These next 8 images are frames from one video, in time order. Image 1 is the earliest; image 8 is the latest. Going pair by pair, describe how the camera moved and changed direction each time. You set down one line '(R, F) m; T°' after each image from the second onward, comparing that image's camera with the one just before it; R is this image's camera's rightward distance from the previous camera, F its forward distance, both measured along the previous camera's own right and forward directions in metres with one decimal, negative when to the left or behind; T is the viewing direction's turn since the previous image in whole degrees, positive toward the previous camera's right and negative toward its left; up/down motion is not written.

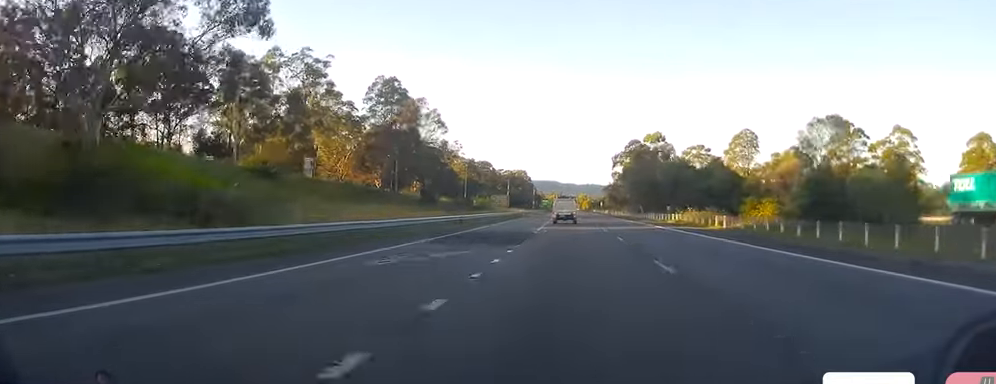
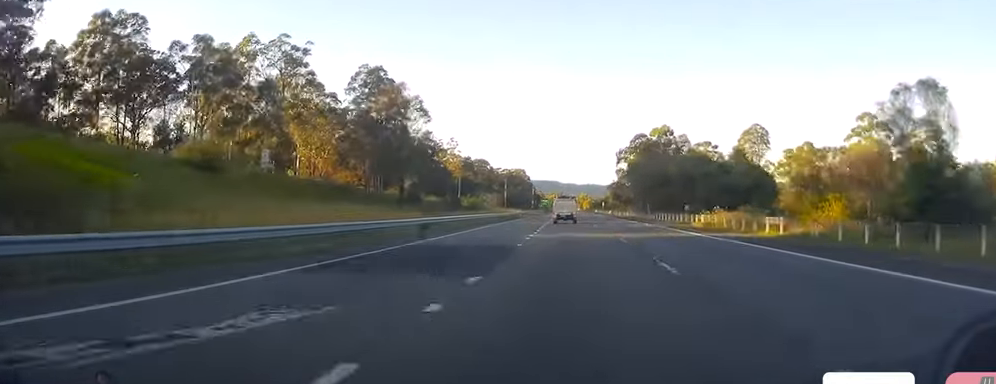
(0.0, +12.6) m; 0°
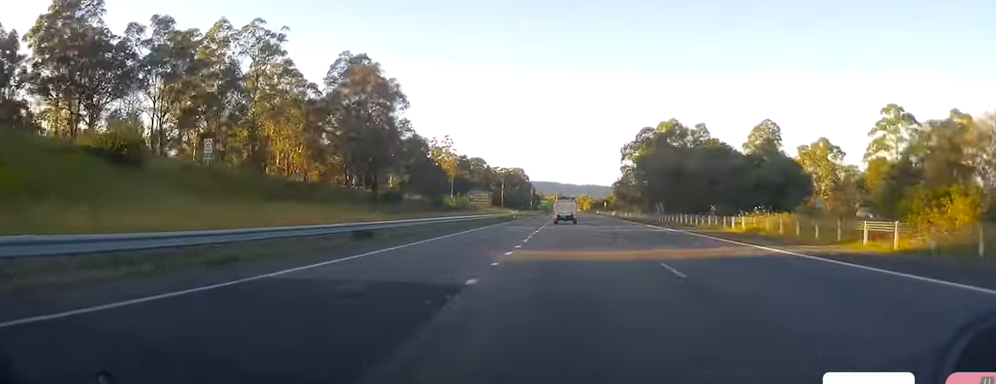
(+0.3, +12.6) m; 0°
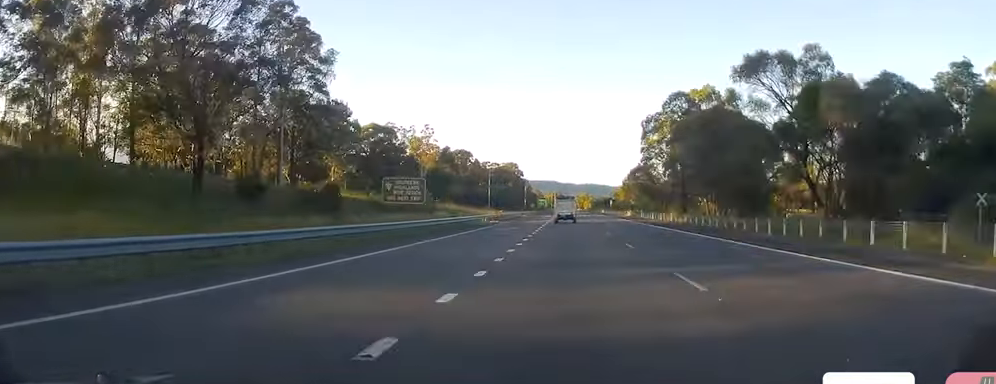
(-0.4, +38.6) m; -1°
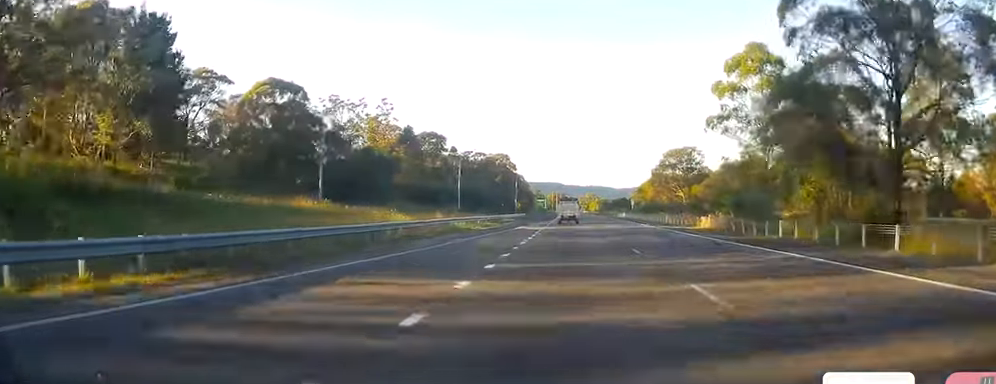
(-0.1, +62.1) m; -1°
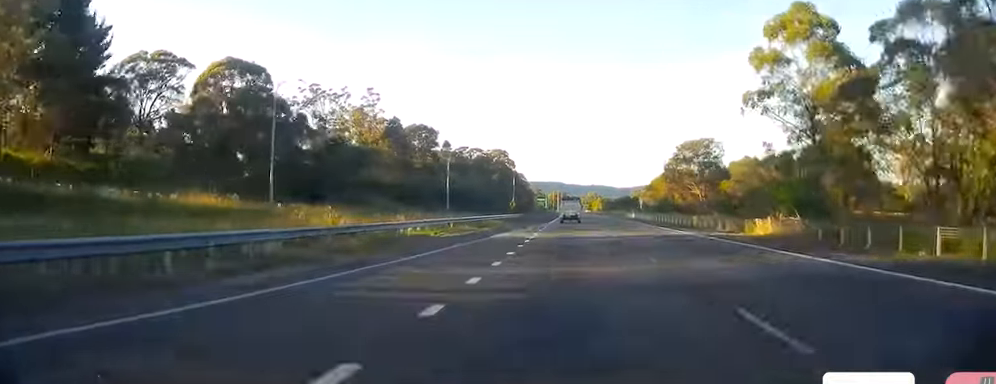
(-0.1, +15.2) m; 0°
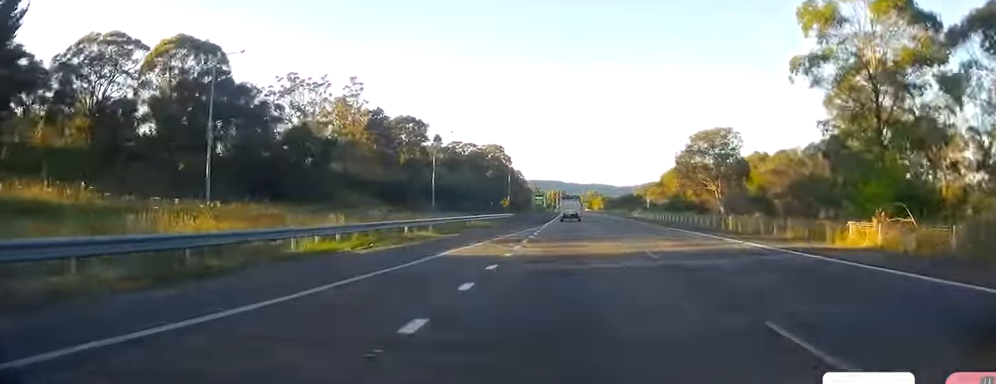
(0.0, +13.3) m; 0°
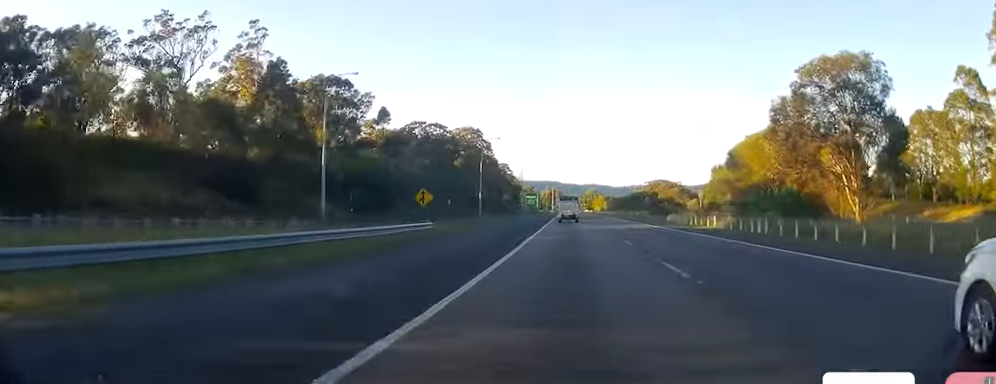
(+0.7, +51.6) m; +1°
